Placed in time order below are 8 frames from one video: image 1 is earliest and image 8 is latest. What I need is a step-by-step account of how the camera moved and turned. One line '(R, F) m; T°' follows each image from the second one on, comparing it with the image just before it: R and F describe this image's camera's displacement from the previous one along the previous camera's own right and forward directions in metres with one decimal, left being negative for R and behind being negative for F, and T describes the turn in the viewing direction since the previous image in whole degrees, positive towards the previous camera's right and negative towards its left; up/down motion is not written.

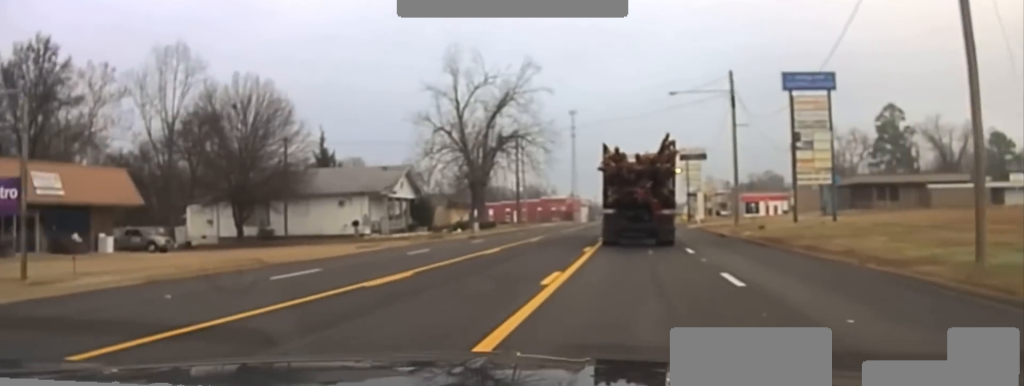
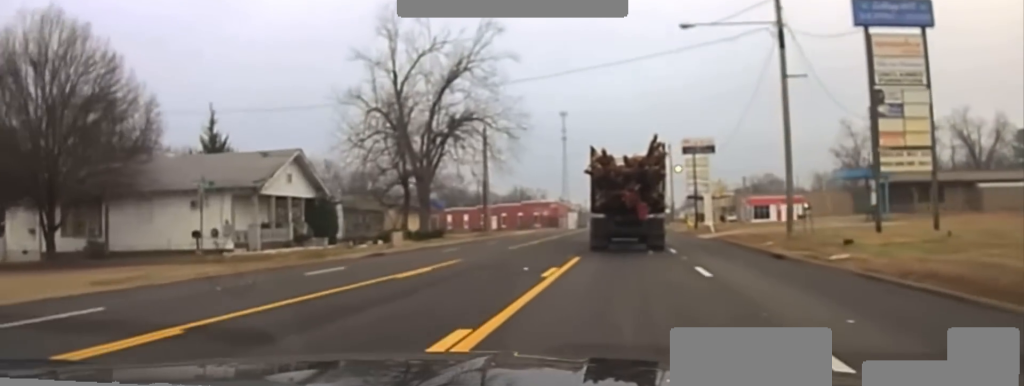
(+0.1, +21.3) m; 0°
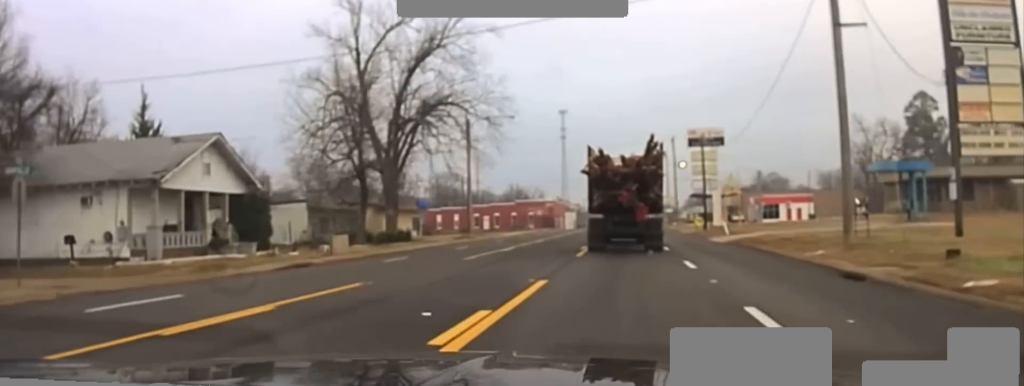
(0.0, +9.5) m; -1°
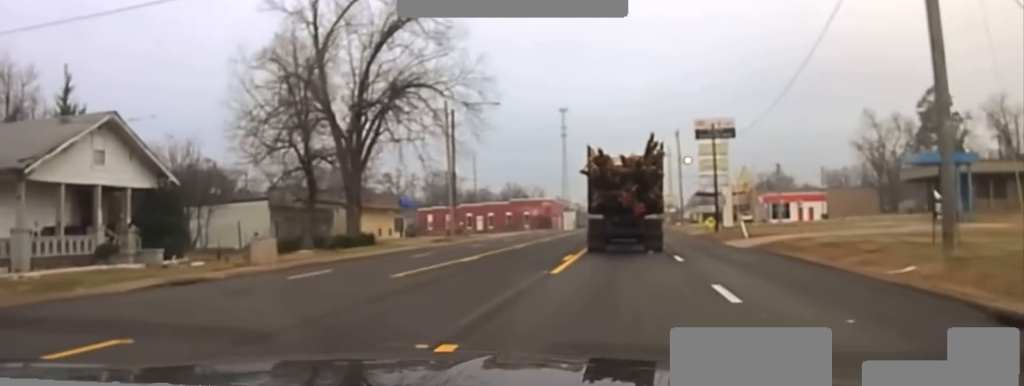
(0.0, +8.5) m; 0°
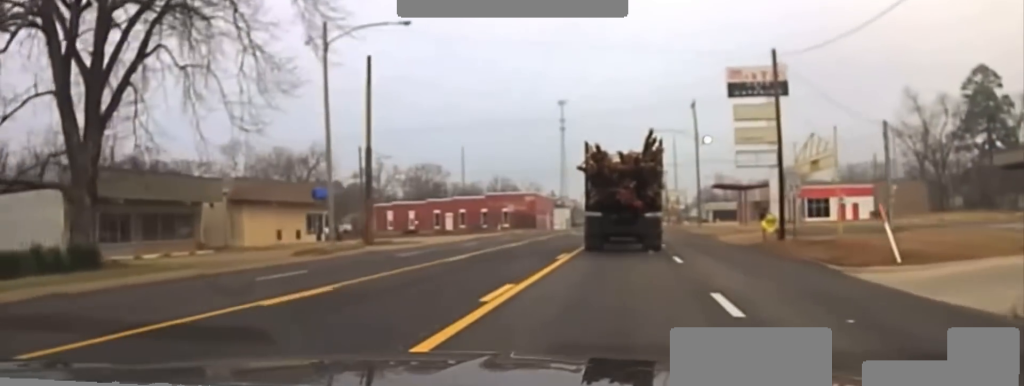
(+0.2, +26.2) m; +1°
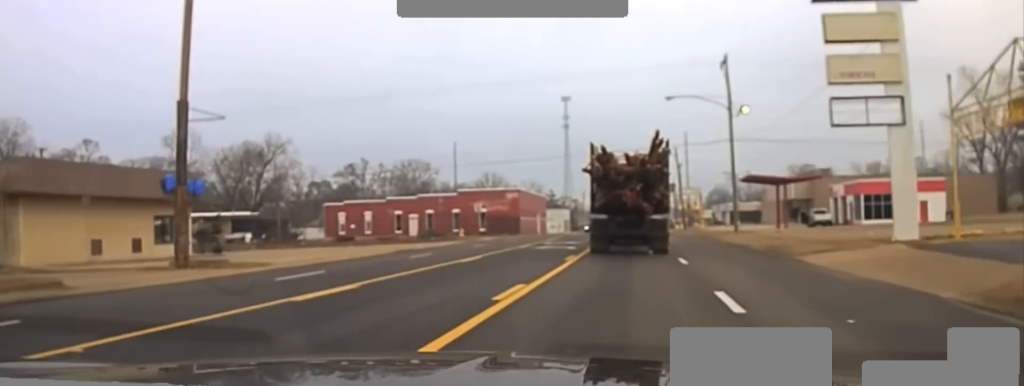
(-0.4, +23.6) m; -1°
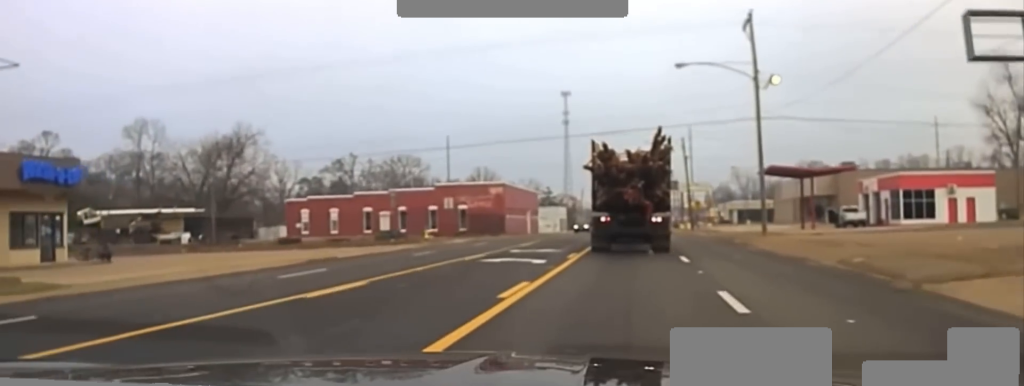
(-0.1, +12.0) m; +1°
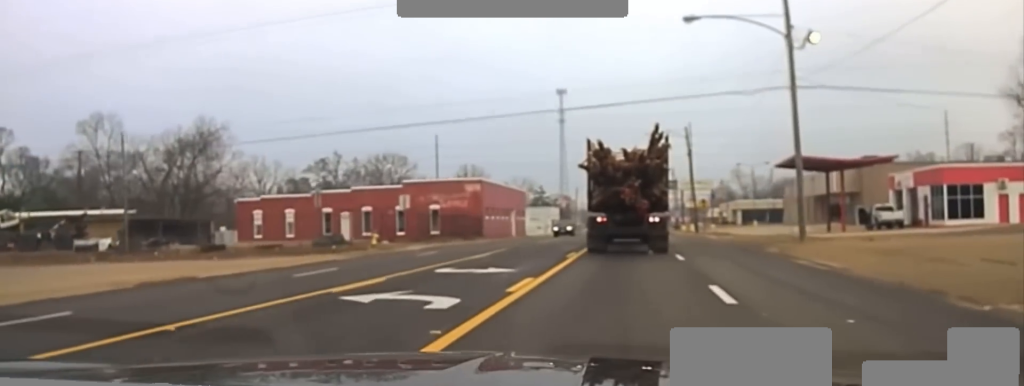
(+0.3, +10.9) m; 0°
